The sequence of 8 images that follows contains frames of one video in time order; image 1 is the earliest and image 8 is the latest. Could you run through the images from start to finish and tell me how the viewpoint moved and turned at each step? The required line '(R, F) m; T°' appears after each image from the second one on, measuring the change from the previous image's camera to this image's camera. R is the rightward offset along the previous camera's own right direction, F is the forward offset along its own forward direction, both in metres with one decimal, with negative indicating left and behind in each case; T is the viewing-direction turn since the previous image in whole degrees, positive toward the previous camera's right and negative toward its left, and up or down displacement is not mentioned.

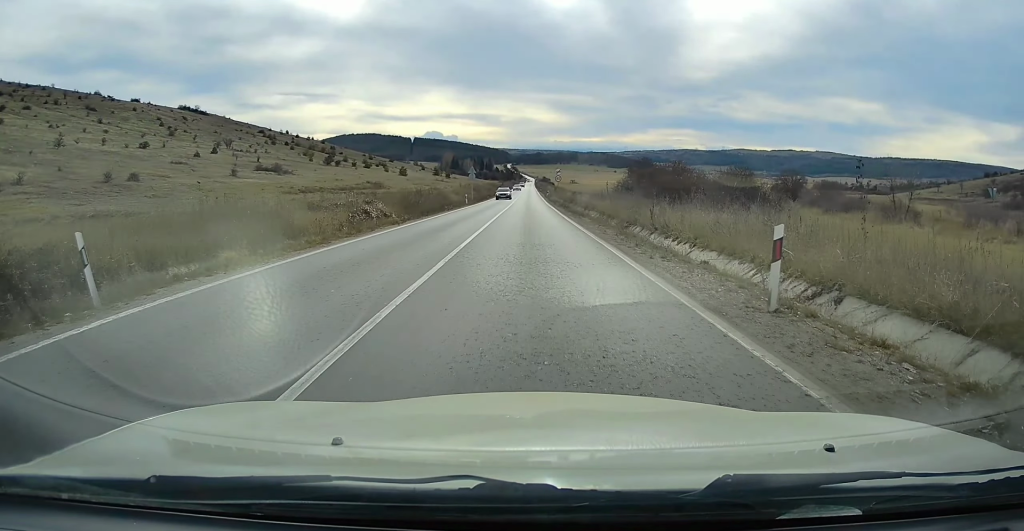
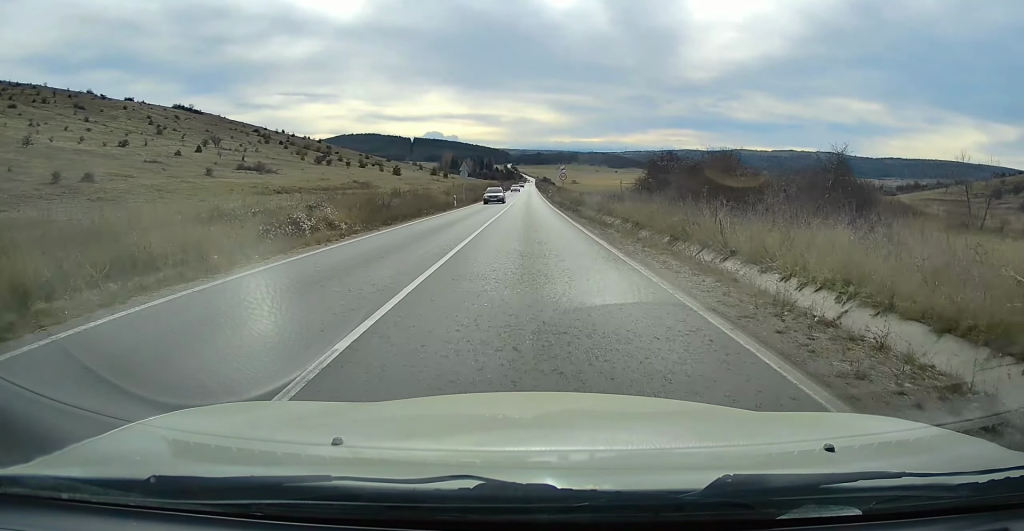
(0.0, +9.3) m; 0°
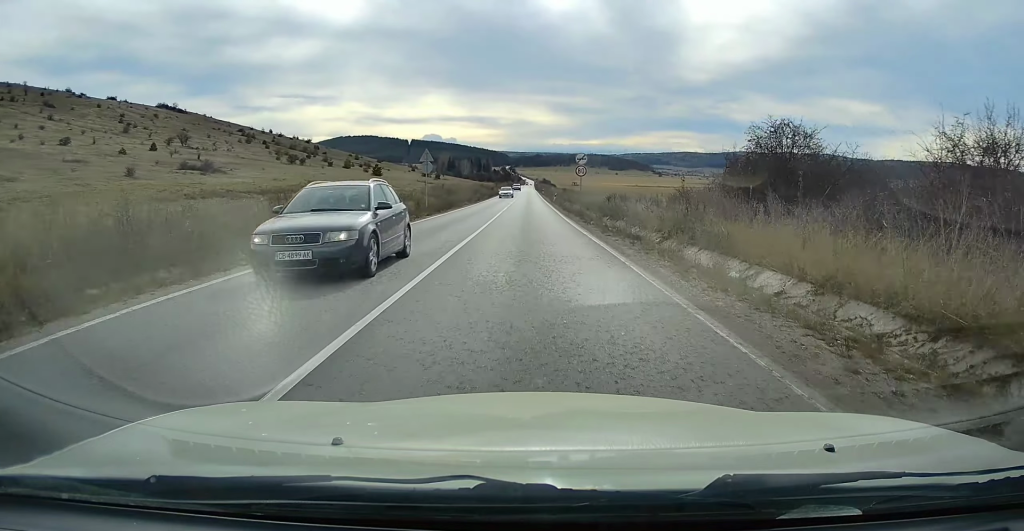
(0.0, +21.7) m; 0°
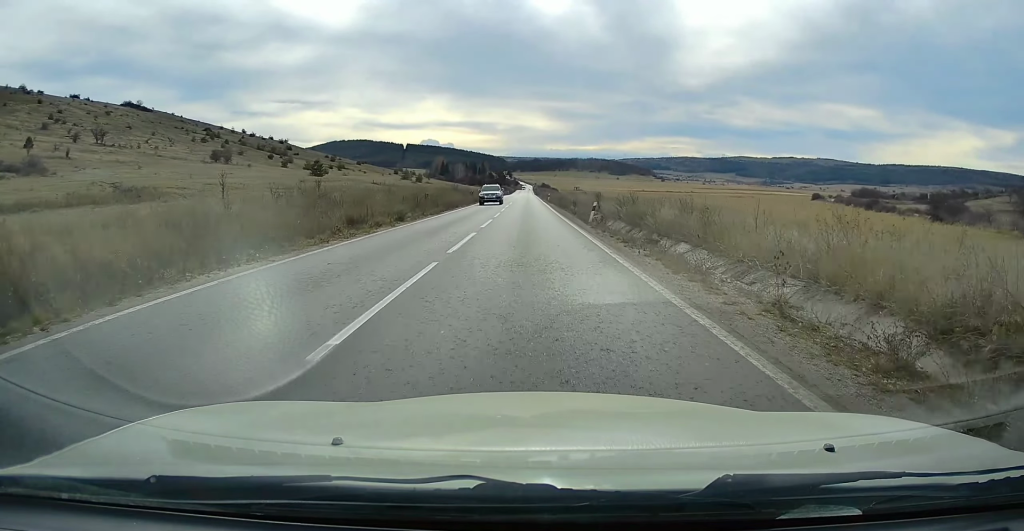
(-0.3, +42.9) m; 0°
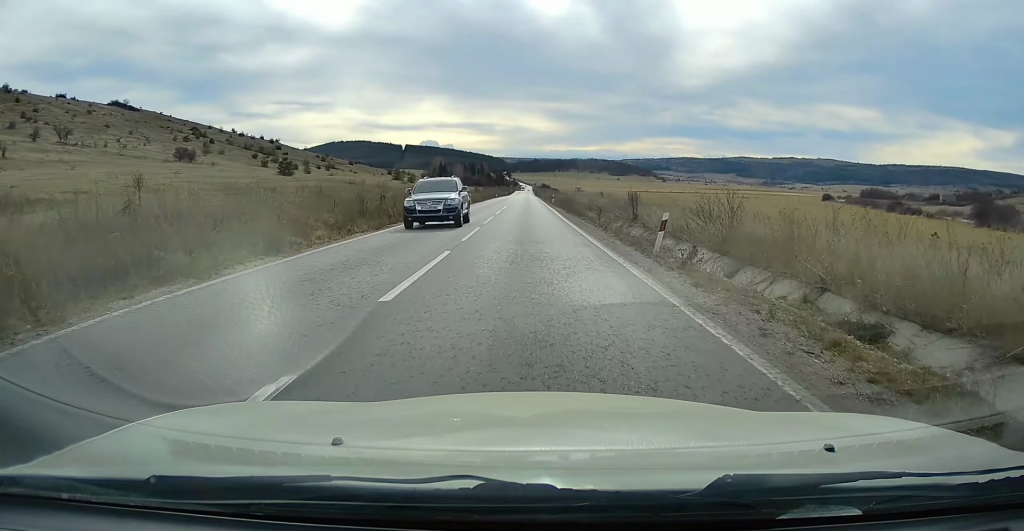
(+0.2, +14.2) m; 0°
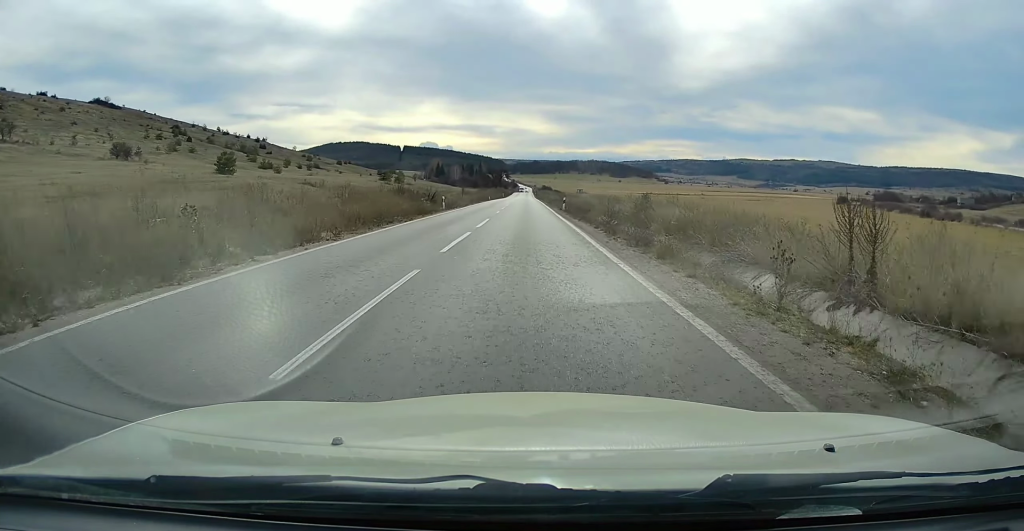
(0.0, +20.2) m; 0°
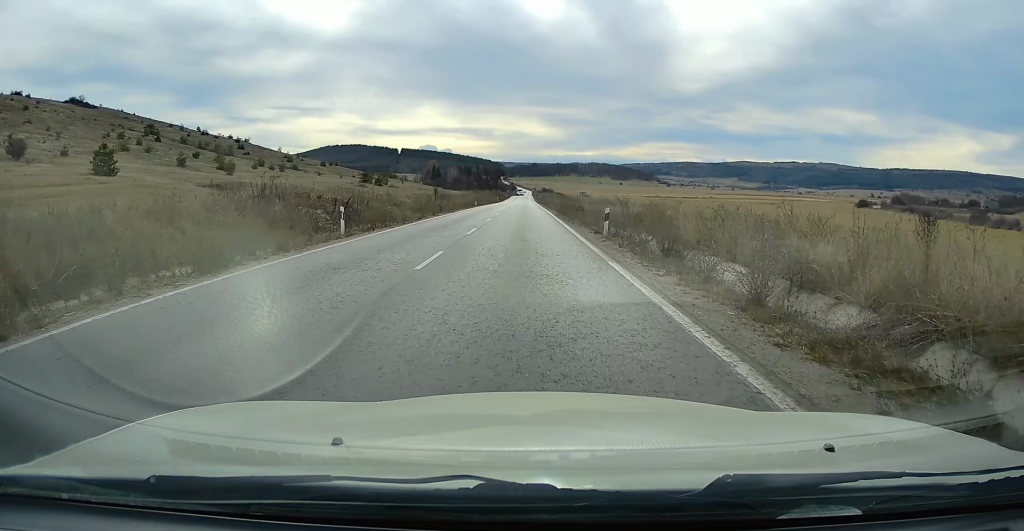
(+0.1, +24.0) m; 0°
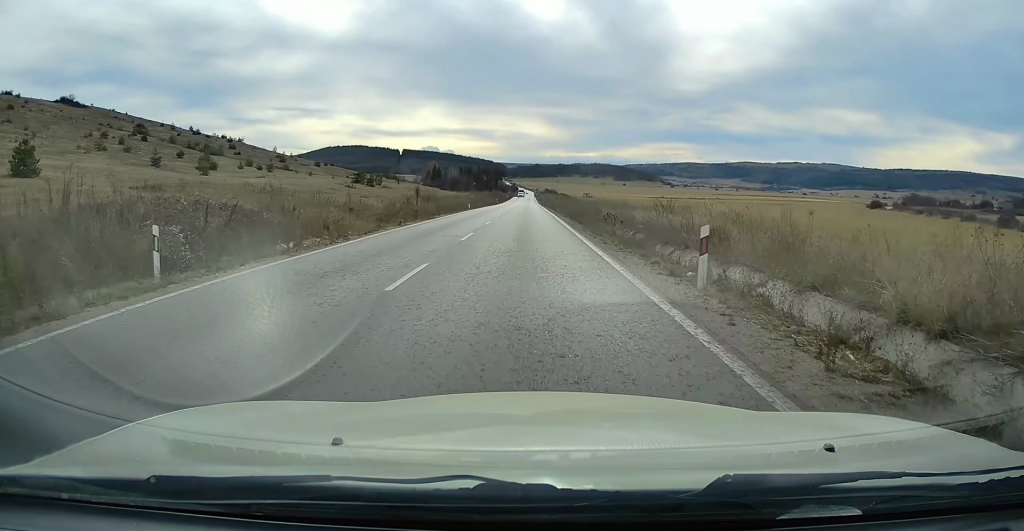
(-0.1, +11.4) m; 0°
